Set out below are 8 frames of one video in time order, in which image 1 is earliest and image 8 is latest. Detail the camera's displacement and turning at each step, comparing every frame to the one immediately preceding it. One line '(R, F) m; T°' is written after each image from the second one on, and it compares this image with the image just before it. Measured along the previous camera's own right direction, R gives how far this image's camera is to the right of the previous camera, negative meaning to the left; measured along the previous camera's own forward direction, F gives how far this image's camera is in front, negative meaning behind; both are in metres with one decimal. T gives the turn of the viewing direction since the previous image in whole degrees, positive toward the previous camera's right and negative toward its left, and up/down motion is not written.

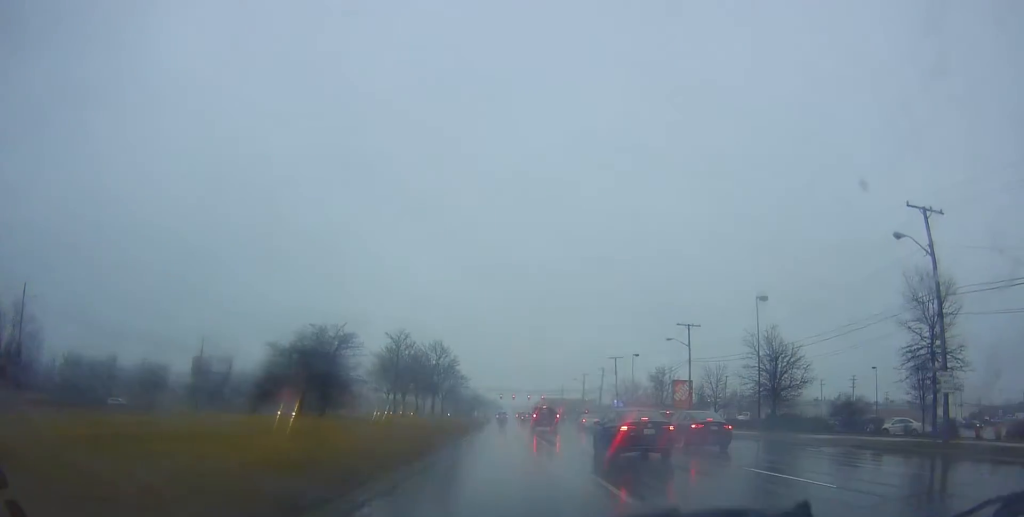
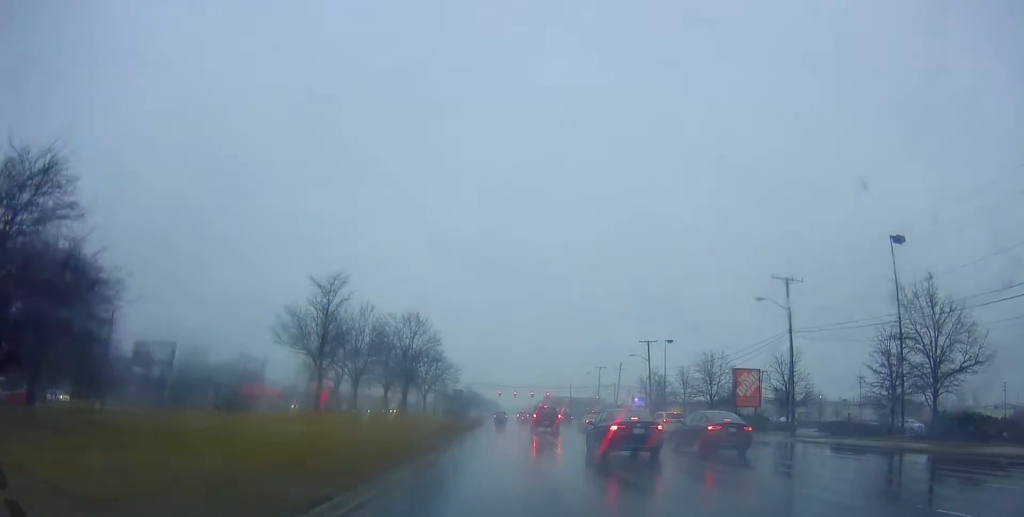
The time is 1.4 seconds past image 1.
(+0.9, +22.0) m; -1°
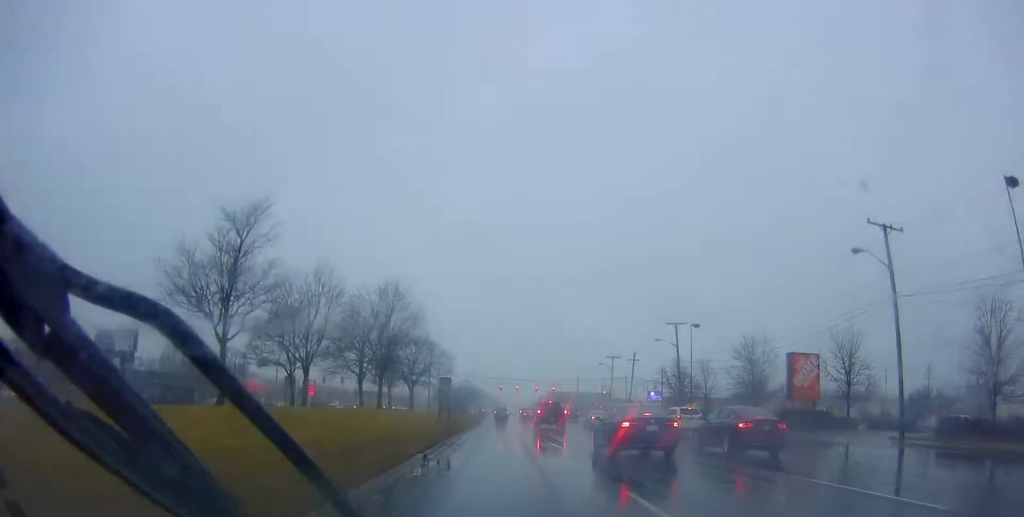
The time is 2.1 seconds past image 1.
(-1.2, +11.6) m; -2°
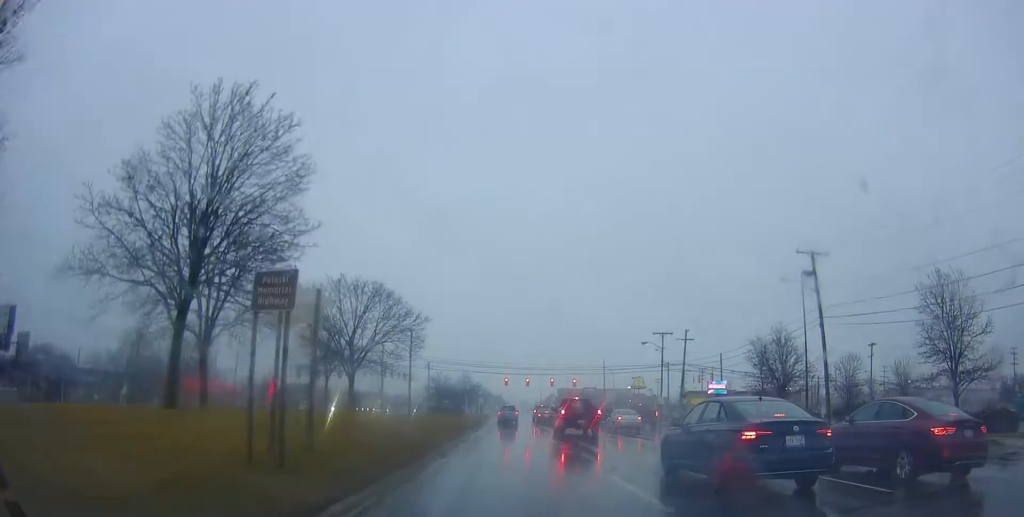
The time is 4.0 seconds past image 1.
(+1.3, +28.6) m; +3°
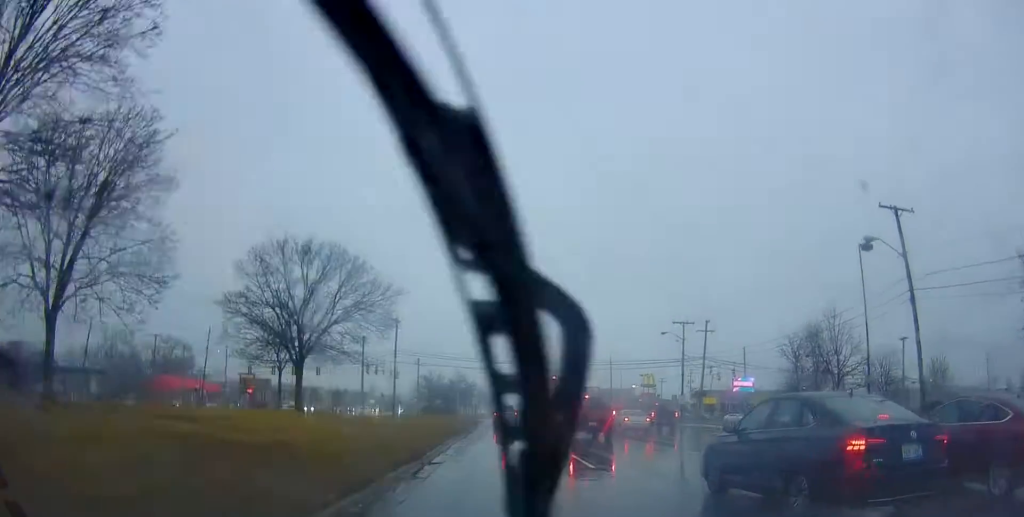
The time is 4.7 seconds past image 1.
(-0.1, +9.6) m; -1°
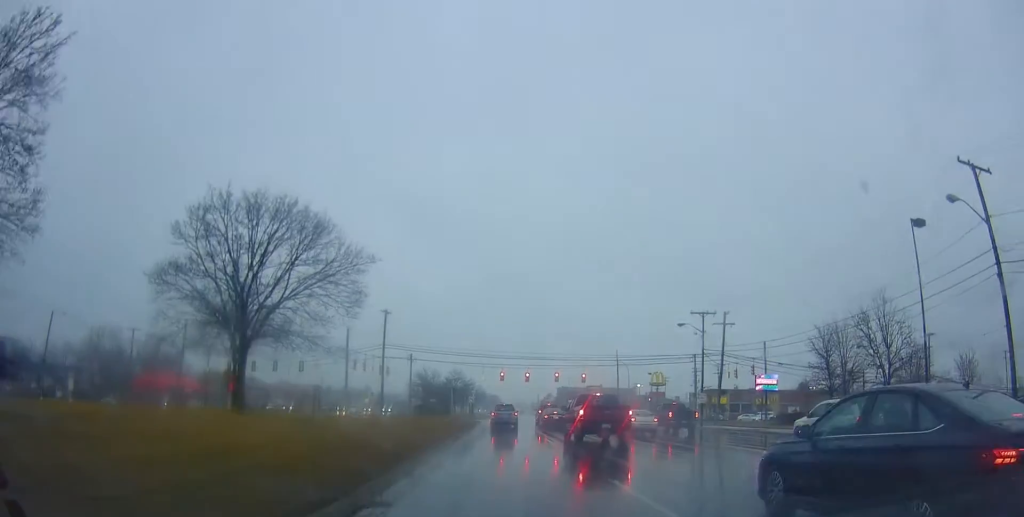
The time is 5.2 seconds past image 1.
(0.0, +6.8) m; -1°
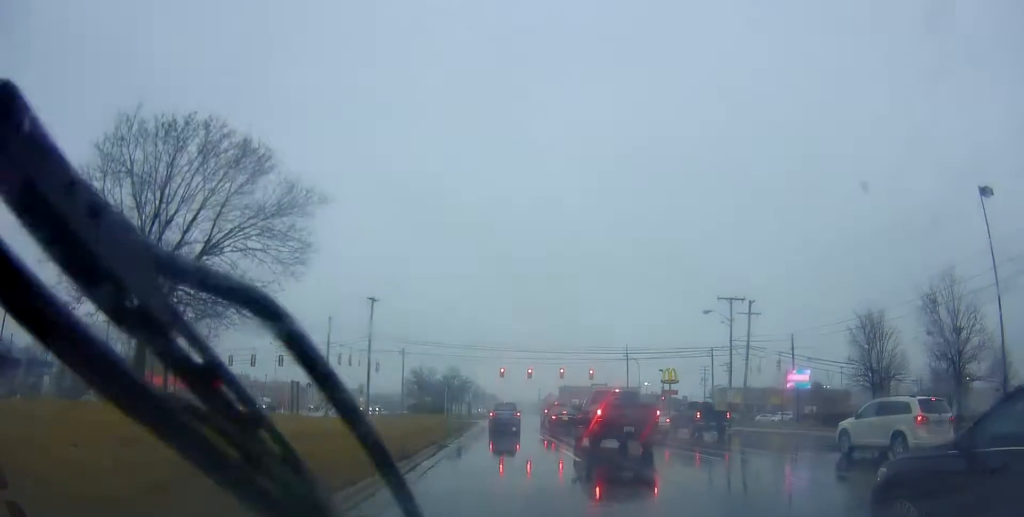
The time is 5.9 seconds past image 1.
(-0.1, +6.8) m; 0°
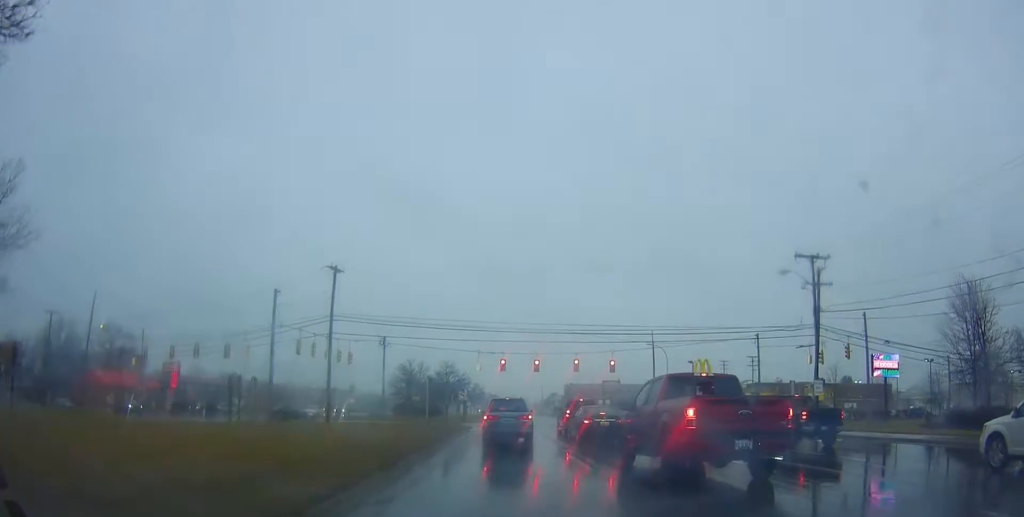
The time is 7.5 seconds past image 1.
(+0.4, +14.1) m; +6°
